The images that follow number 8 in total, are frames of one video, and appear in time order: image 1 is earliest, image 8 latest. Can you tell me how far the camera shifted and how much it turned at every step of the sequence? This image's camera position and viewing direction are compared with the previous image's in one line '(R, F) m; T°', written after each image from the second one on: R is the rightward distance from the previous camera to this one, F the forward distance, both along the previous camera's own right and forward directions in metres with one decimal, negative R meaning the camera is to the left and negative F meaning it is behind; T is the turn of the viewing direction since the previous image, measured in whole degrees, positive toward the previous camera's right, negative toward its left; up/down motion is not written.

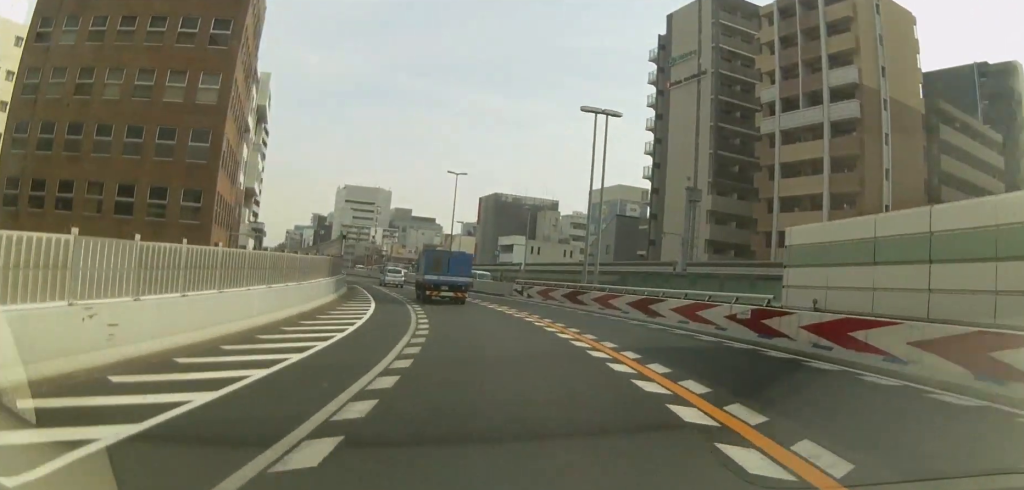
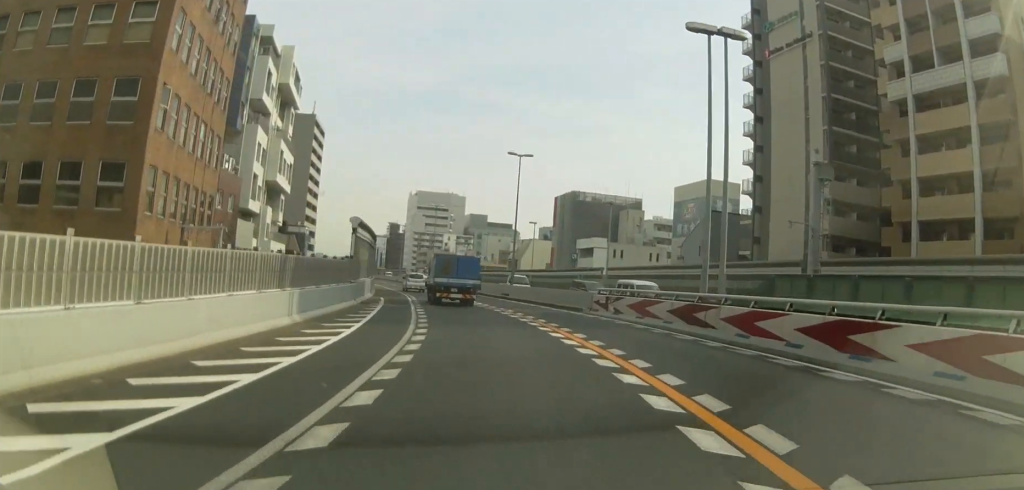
(-0.4, +12.8) m; -7°
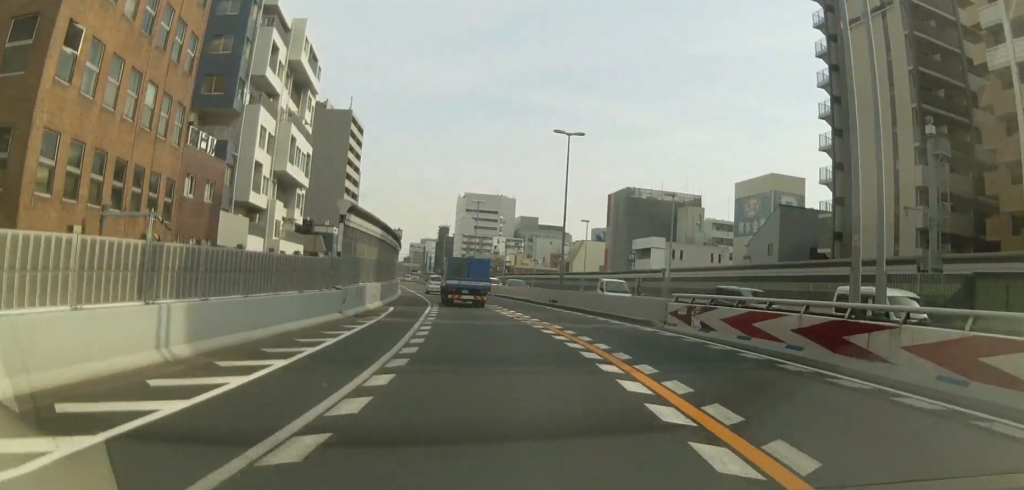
(-0.6, +8.5) m; -4°
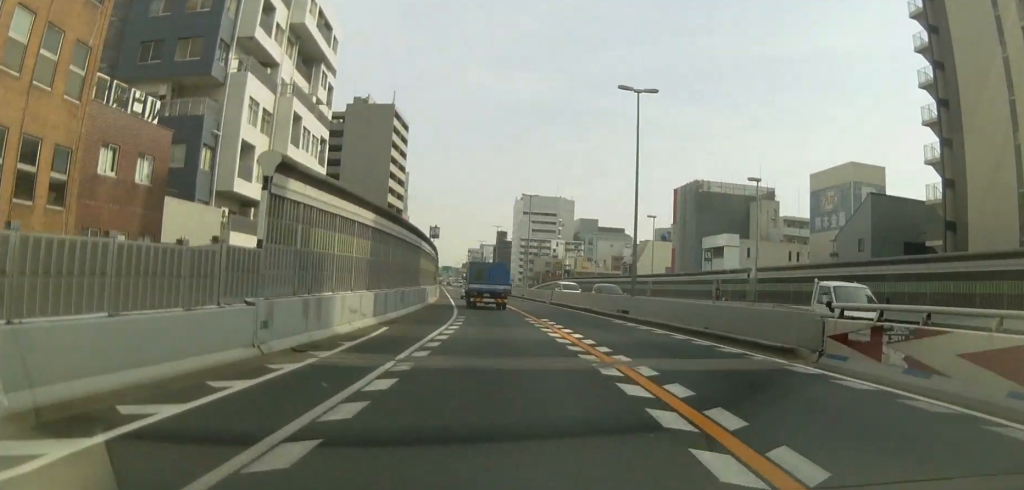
(-0.5, +10.1) m; -5°
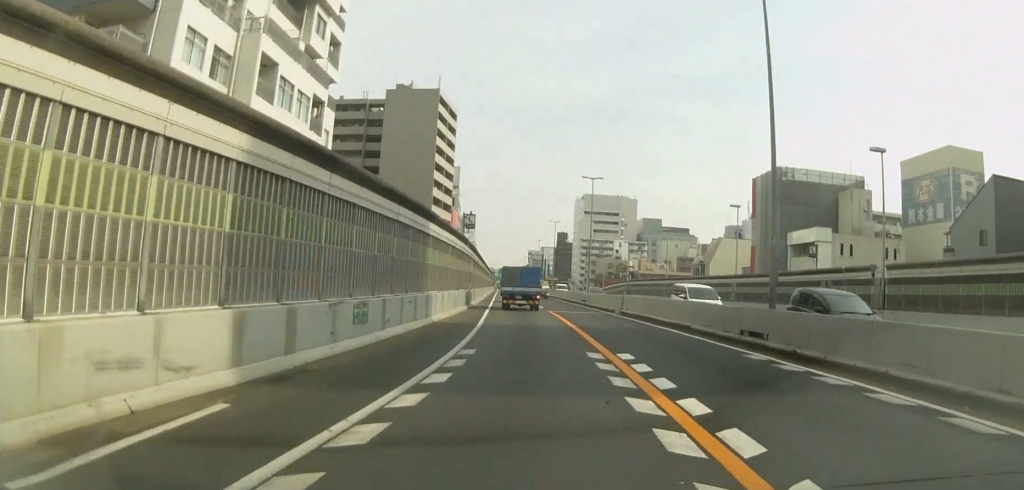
(-0.5, +12.8) m; -5°
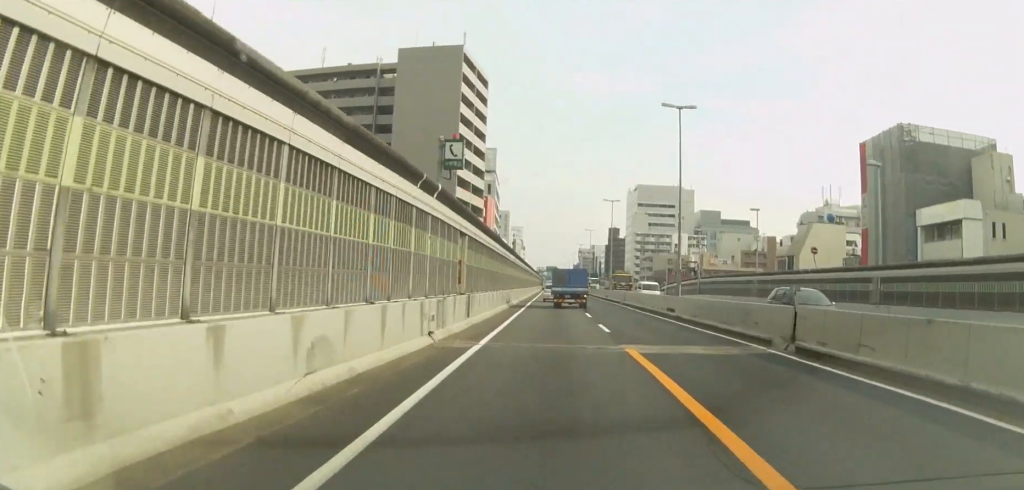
(-1.5, +22.6) m; -6°
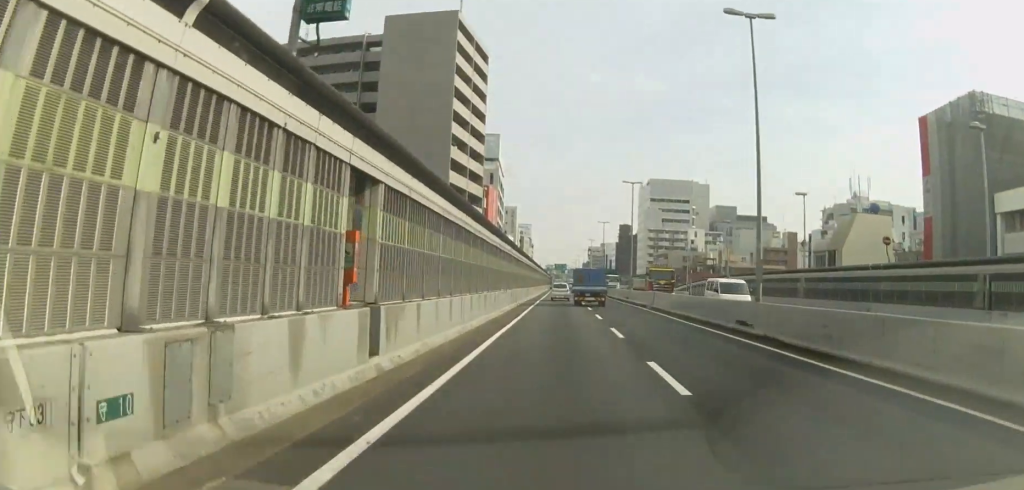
(-0.3, +12.4) m; -1°
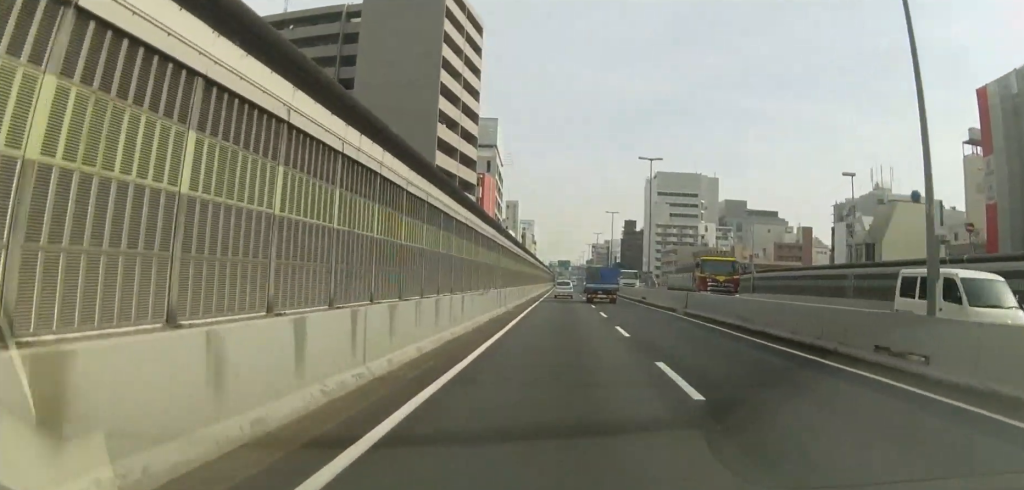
(-0.3, +10.4) m; 0°
